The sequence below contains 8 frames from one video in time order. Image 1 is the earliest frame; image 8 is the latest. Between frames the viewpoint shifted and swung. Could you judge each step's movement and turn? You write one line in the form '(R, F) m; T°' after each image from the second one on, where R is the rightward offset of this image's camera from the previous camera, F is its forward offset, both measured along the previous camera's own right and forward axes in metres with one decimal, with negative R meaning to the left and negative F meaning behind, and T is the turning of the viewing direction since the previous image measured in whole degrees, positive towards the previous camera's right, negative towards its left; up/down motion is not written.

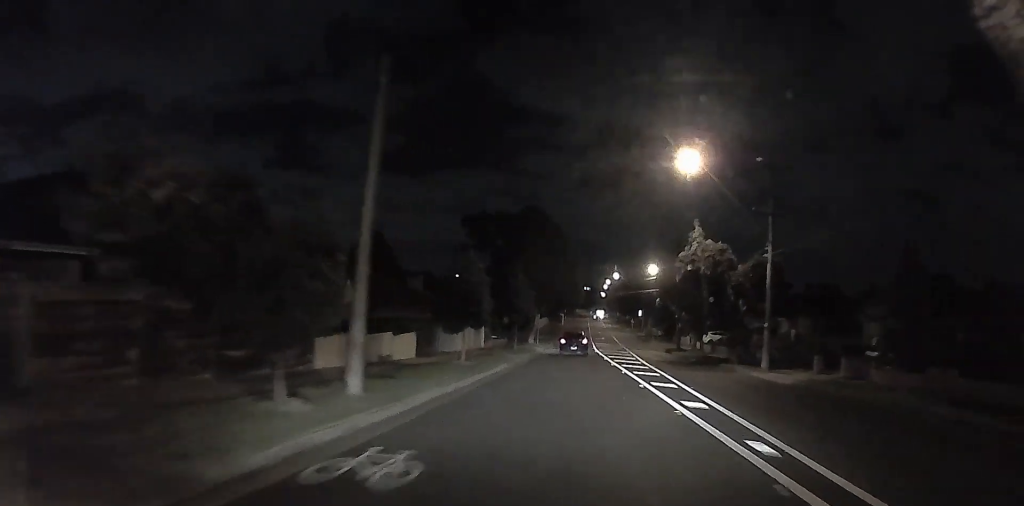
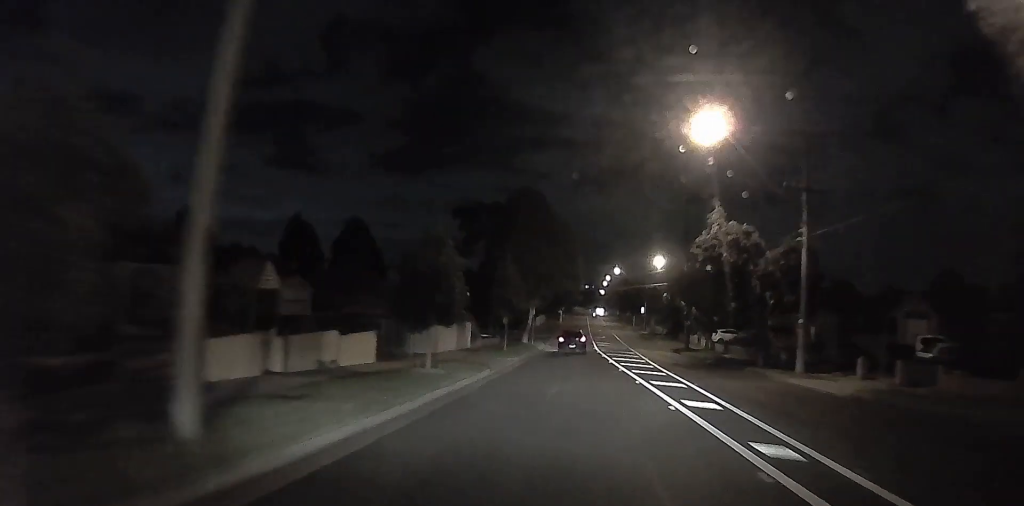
(-0.5, +7.0) m; -1°
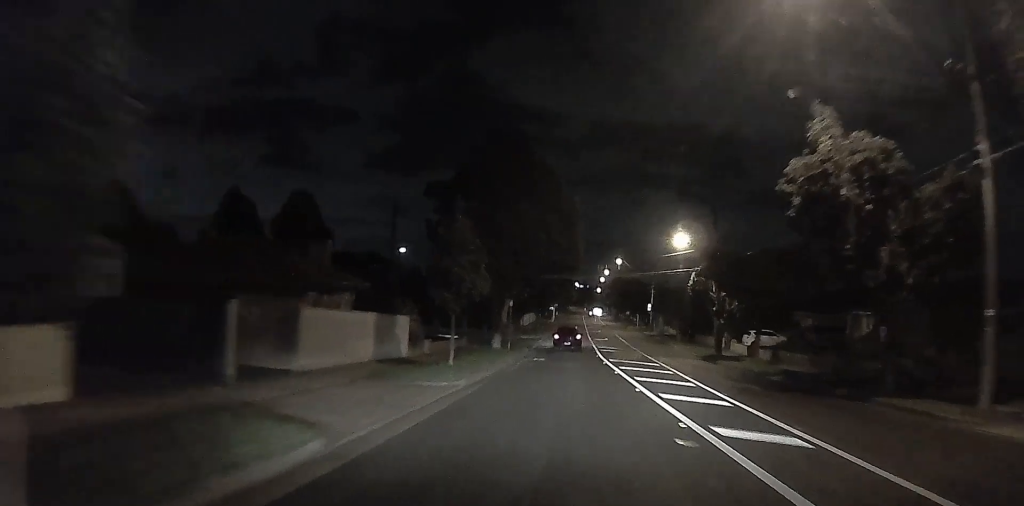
(-0.5, +18.4) m; -2°
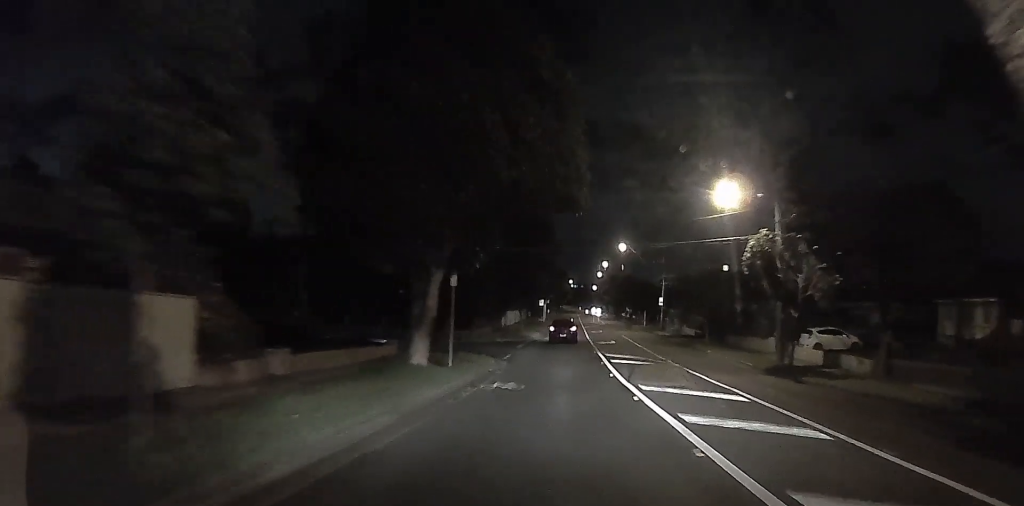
(-0.1, +18.0) m; +1°
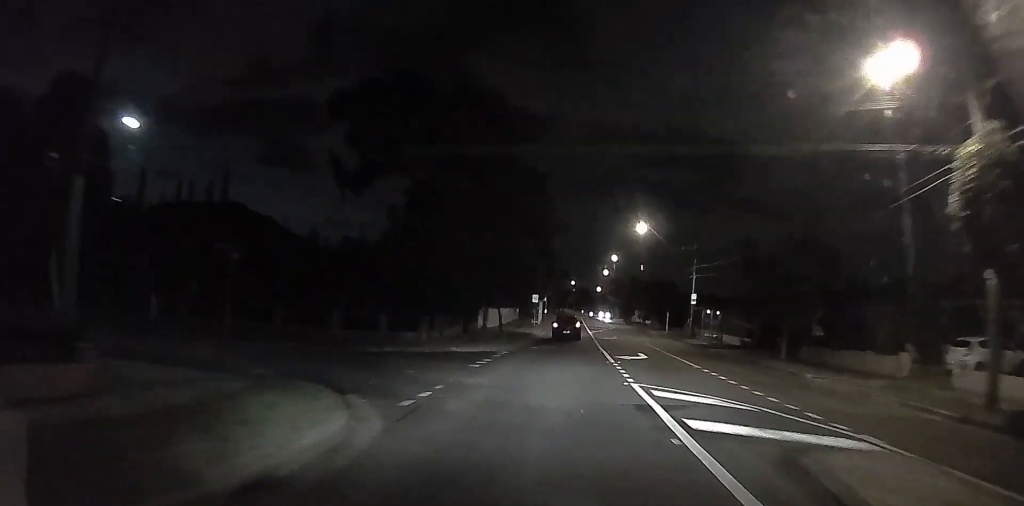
(+0.6, +16.3) m; +2°
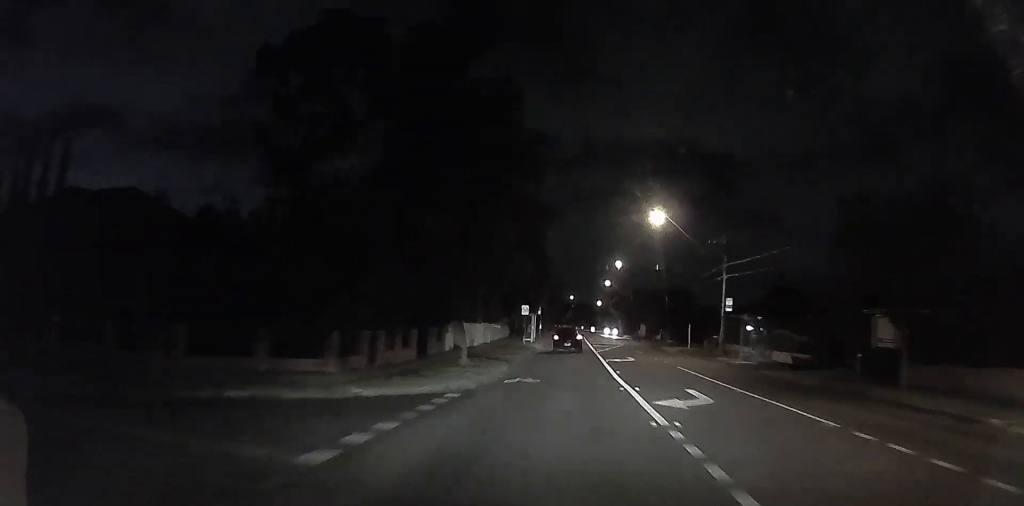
(-0.1, +9.0) m; -1°
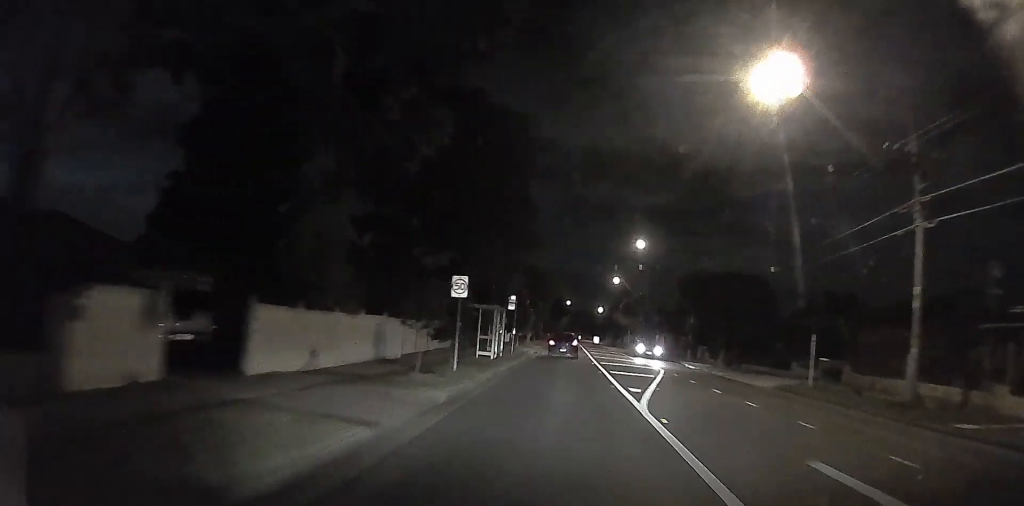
(+0.1, +18.3) m; +2°
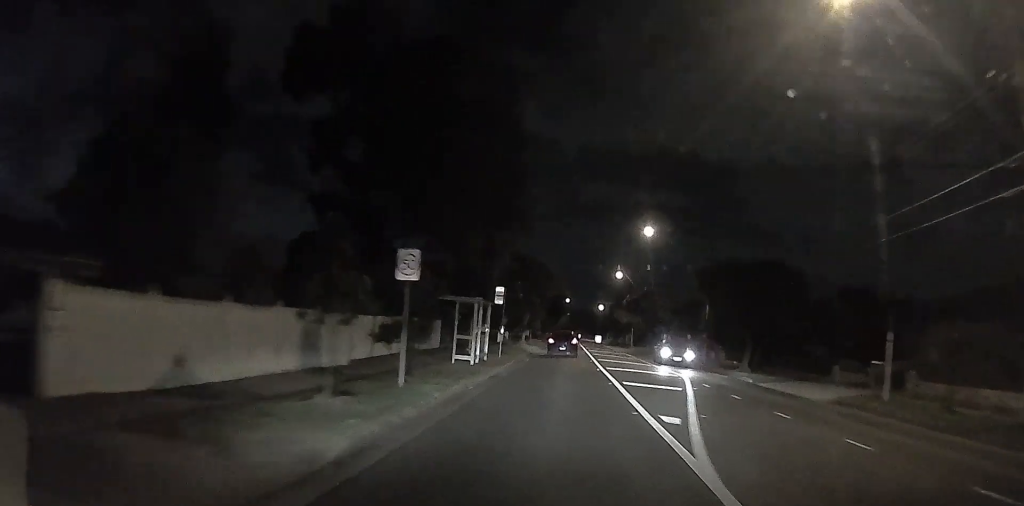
(+0.4, +5.0) m; -2°
